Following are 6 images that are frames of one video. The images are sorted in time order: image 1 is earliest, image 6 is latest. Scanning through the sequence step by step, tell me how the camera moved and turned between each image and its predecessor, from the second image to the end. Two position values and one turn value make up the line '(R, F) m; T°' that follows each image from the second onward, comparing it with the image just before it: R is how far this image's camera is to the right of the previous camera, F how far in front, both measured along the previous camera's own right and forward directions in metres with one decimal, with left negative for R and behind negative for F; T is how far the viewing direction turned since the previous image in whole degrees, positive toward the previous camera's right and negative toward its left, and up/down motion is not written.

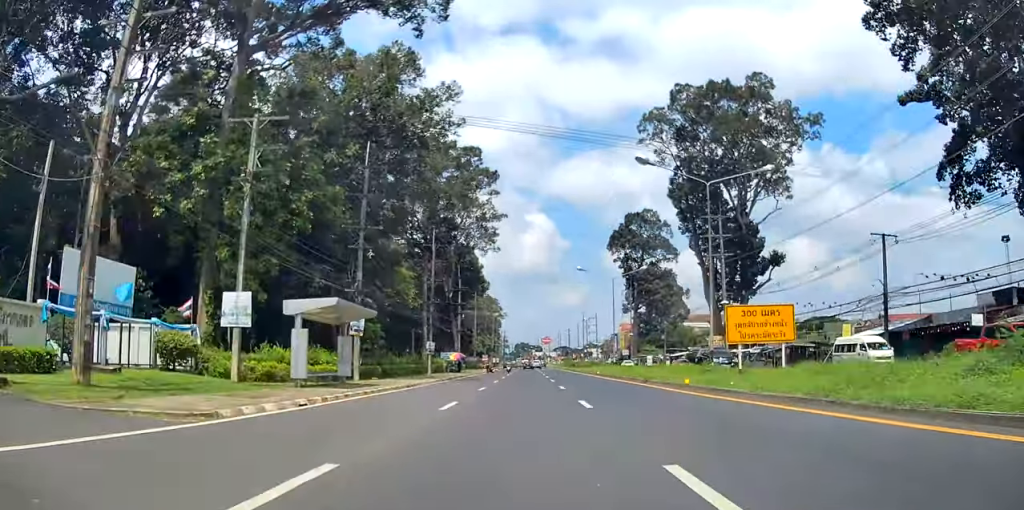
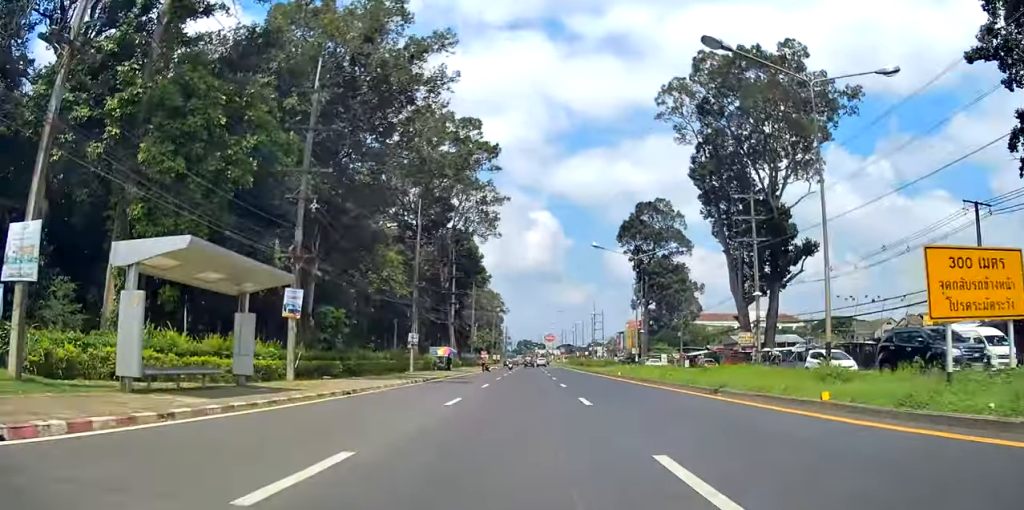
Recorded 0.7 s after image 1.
(+0.1, +10.8) m; +1°
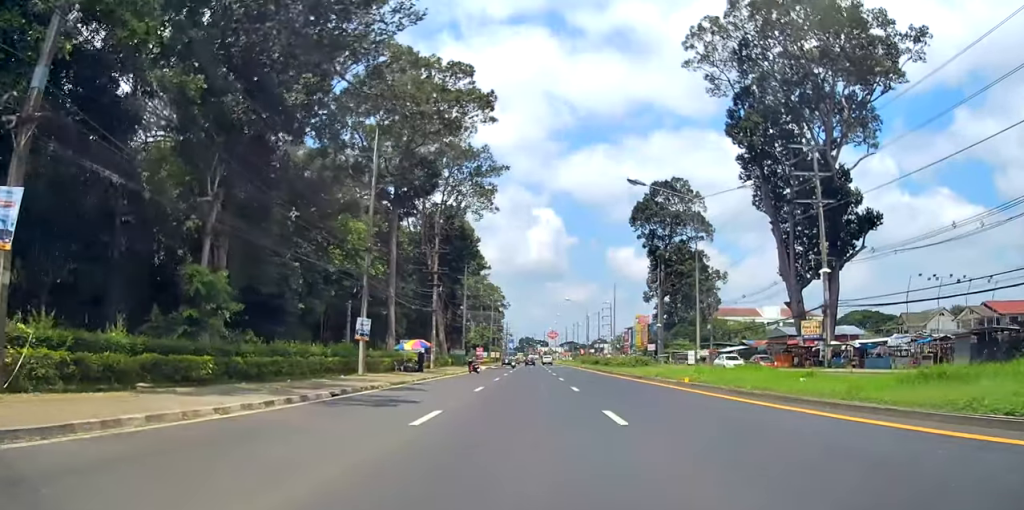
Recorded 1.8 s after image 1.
(+0.1, +16.6) m; 0°
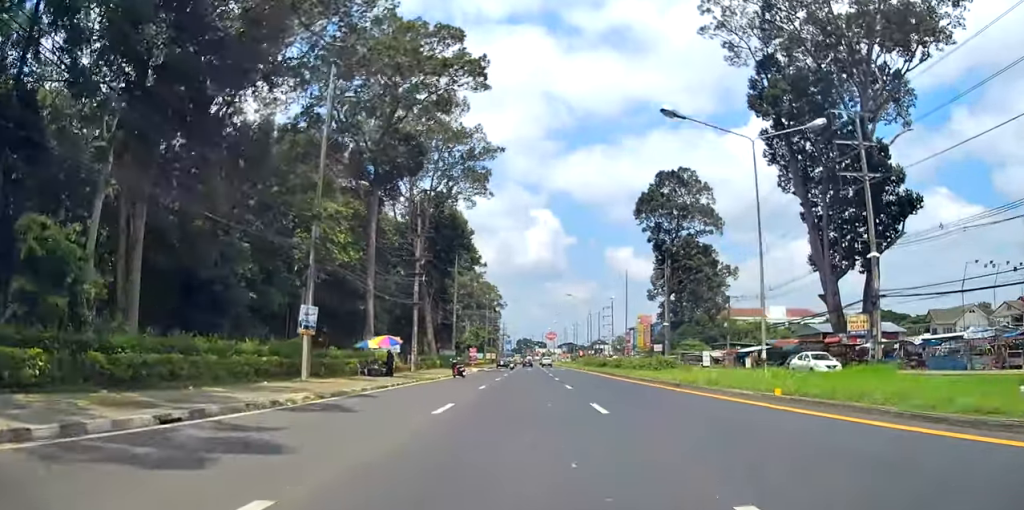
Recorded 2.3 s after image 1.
(0.0, +8.6) m; 0°
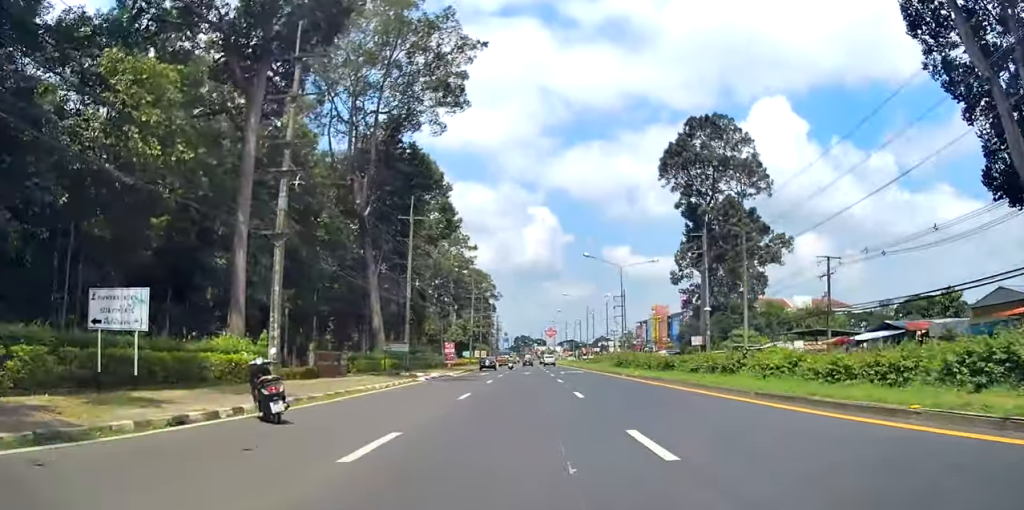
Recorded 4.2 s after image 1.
(-0.2, +29.3) m; 0°
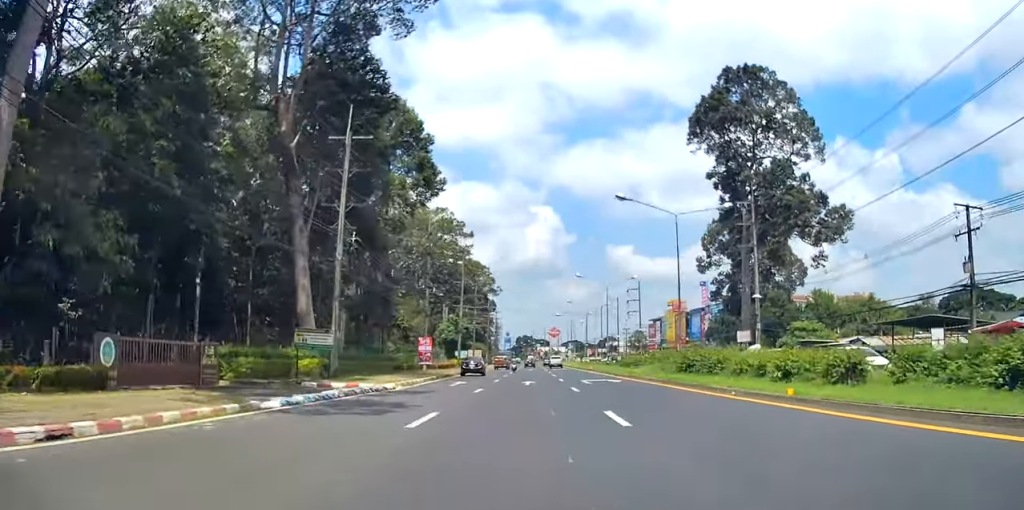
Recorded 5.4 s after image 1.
(+0.1, +19.6) m; +1°
